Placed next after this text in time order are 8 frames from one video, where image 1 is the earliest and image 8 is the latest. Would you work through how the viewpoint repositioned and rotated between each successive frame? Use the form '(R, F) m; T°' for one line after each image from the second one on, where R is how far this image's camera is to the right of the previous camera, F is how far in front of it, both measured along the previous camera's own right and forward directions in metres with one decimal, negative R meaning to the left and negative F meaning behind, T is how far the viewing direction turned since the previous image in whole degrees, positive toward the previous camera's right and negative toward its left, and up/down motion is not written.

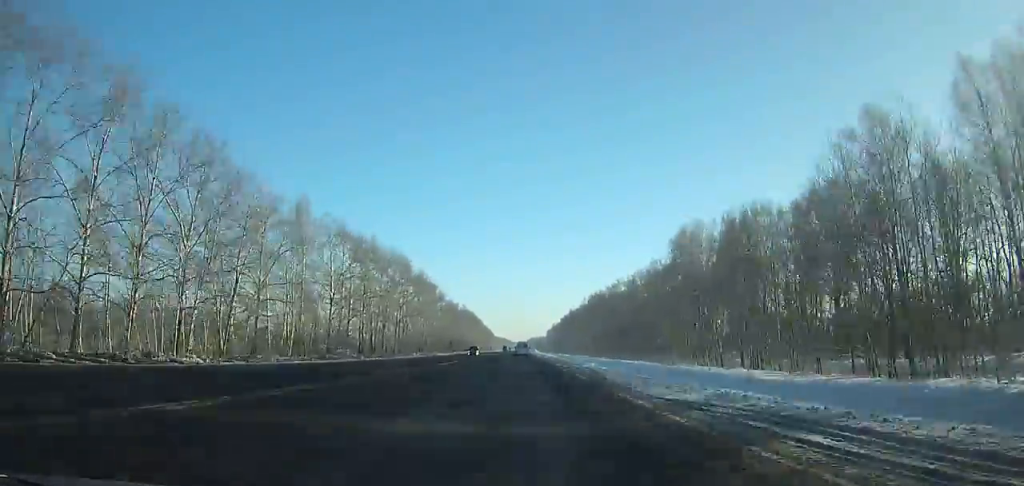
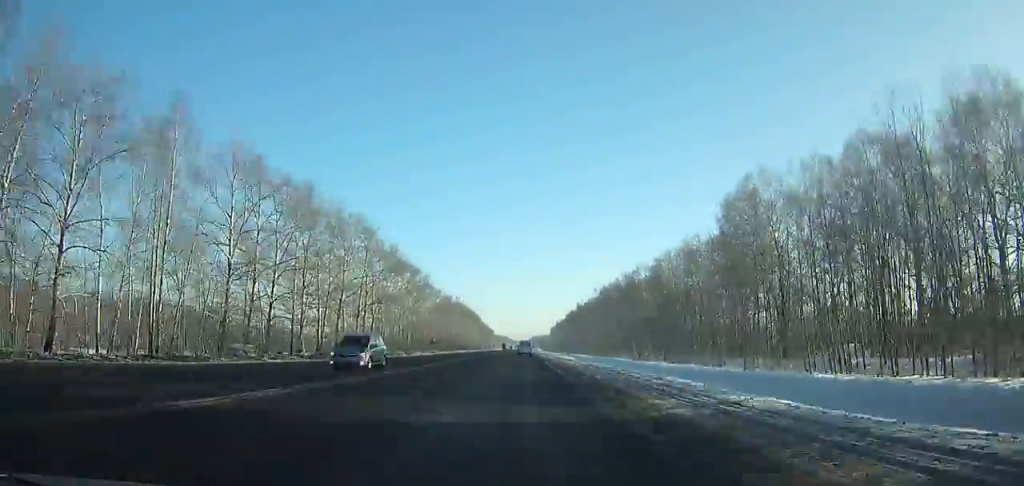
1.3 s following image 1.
(+0.2, +31.0) m; 0°
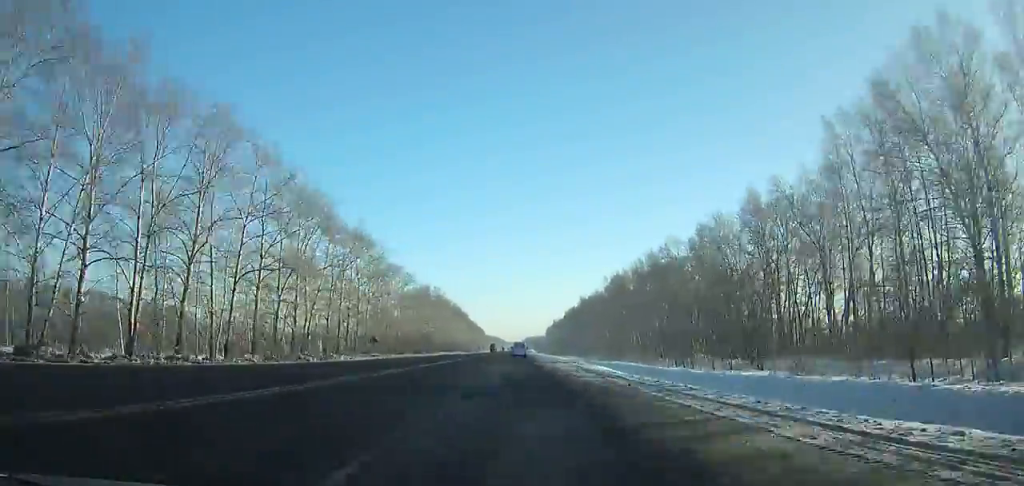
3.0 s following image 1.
(+0.1, +40.7) m; 0°
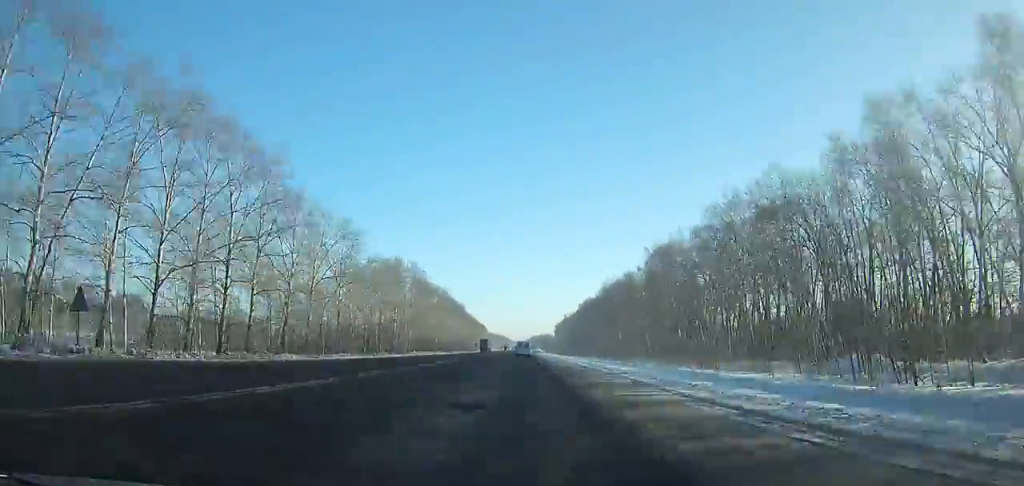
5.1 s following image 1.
(-0.1, +50.6) m; 0°
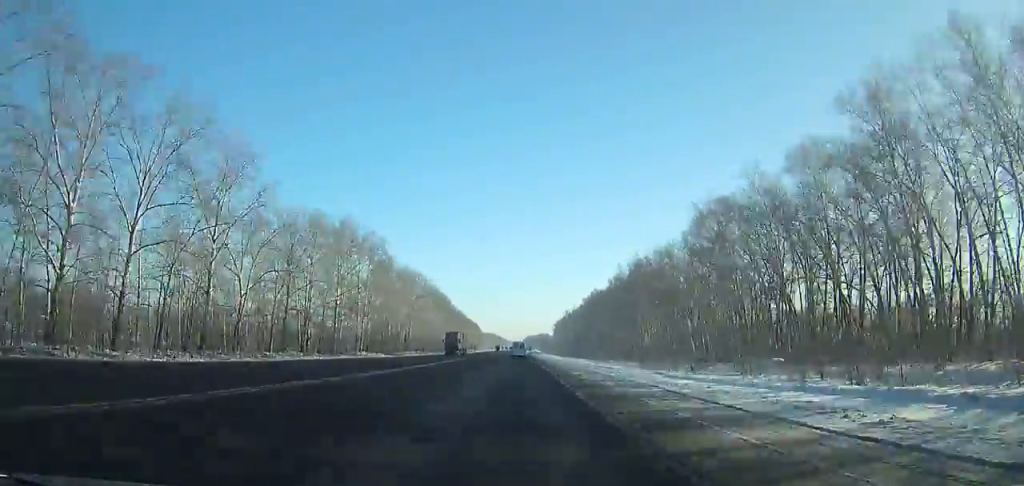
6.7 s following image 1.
(+0.1, +39.1) m; 0°
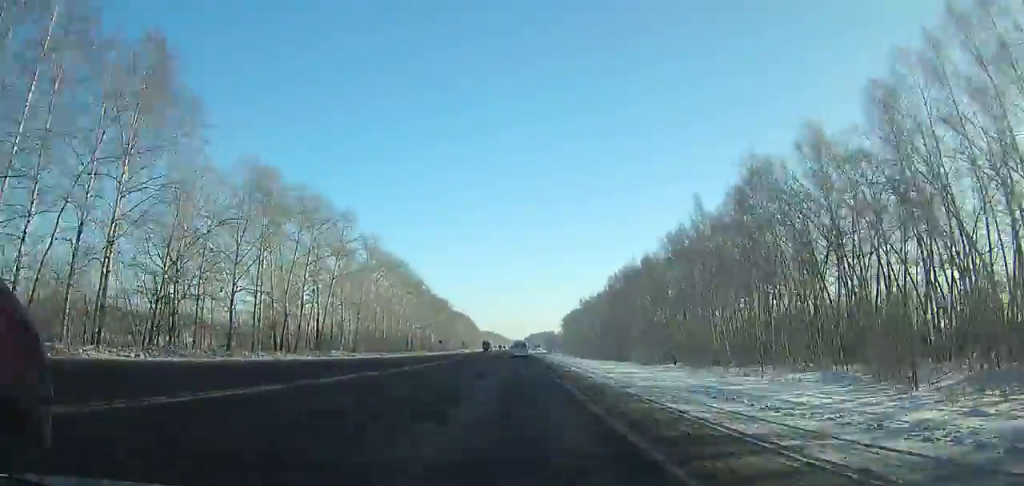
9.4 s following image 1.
(0.0, +66.6) m; 0°
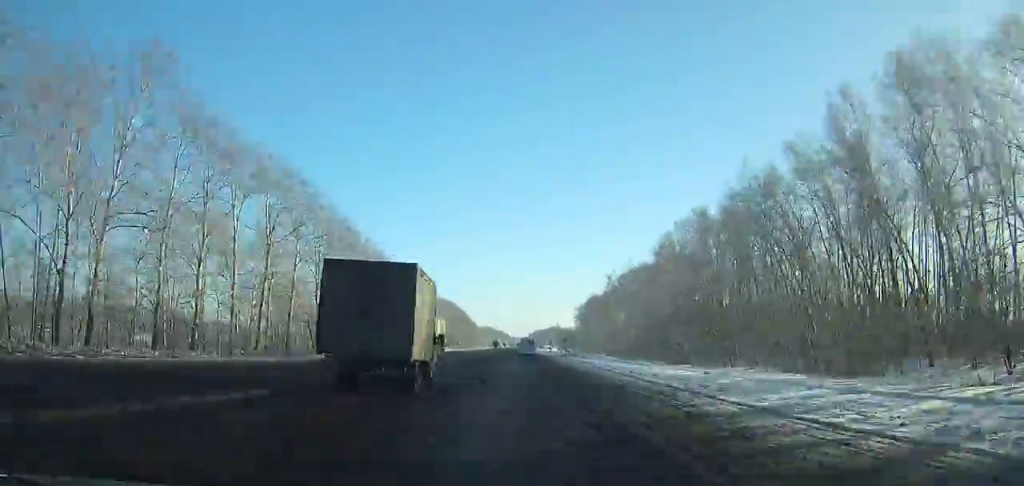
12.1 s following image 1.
(+0.1, +67.4) m; 0°
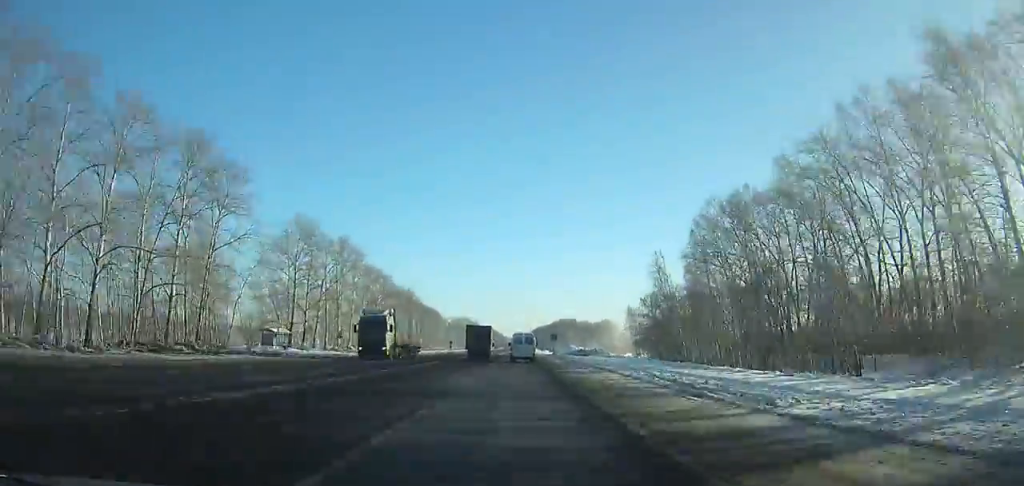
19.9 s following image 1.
(-1.2, +196.2) m; -1°
